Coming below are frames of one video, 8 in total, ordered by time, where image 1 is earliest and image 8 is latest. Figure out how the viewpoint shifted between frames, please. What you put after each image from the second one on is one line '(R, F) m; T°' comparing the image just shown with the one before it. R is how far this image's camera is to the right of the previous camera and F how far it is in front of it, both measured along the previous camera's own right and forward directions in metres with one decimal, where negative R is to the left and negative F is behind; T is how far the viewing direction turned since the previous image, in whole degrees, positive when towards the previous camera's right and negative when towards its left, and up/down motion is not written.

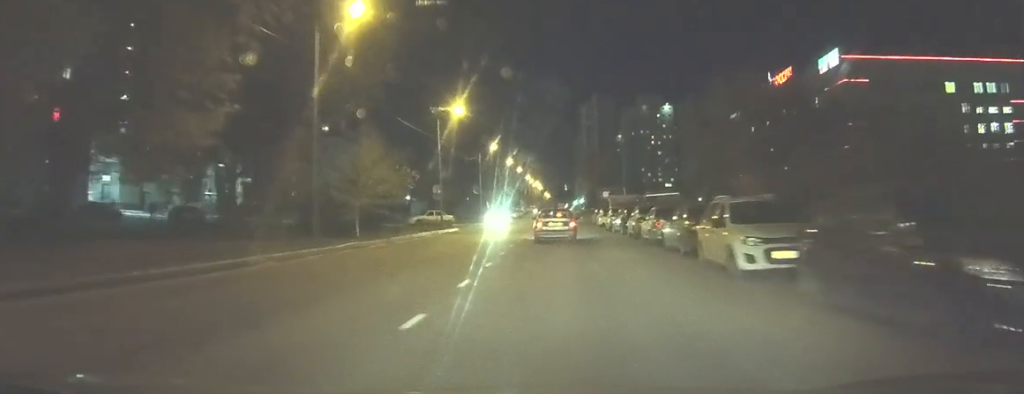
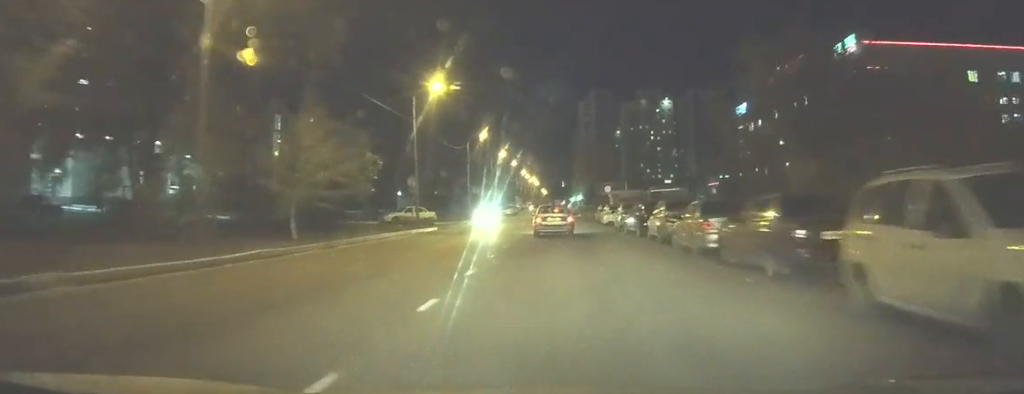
(0.0, +7.6) m; +1°
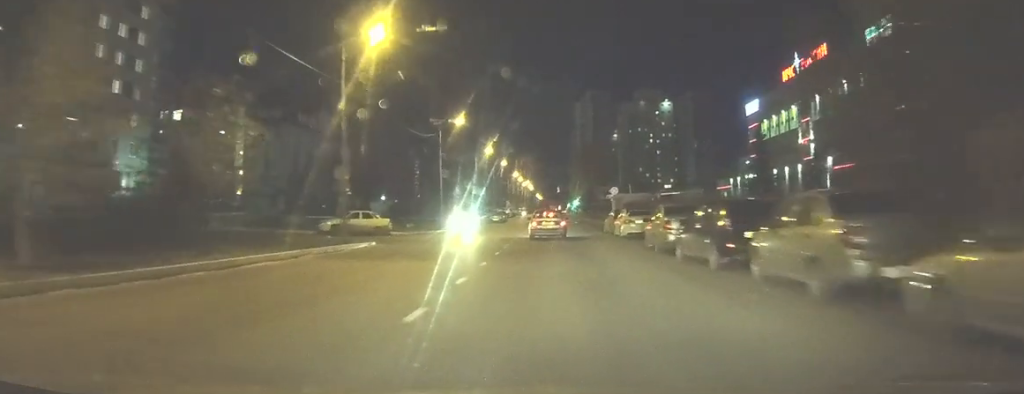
(+0.3, +13.0) m; +1°
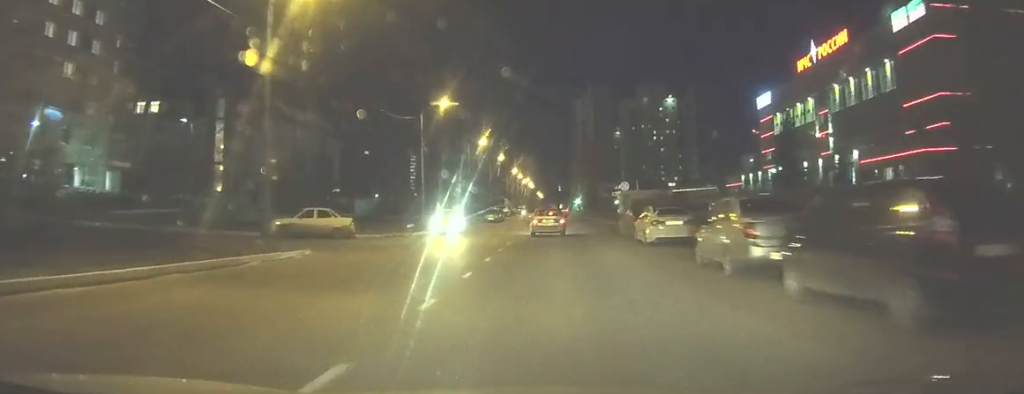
(-0.1, +7.8) m; 0°
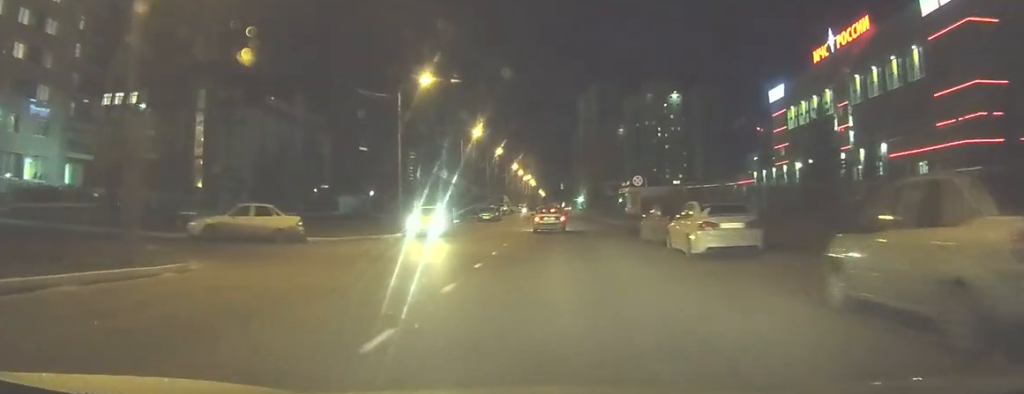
(0.0, +7.0) m; 0°
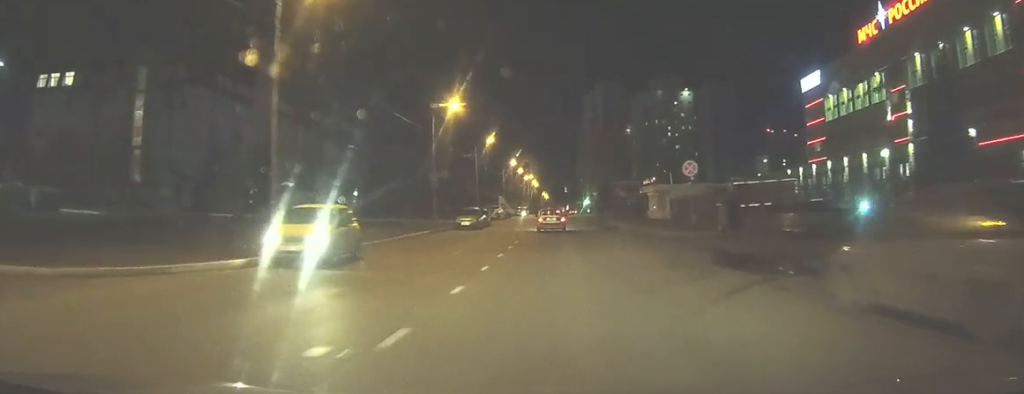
(-0.2, +17.2) m; -1°
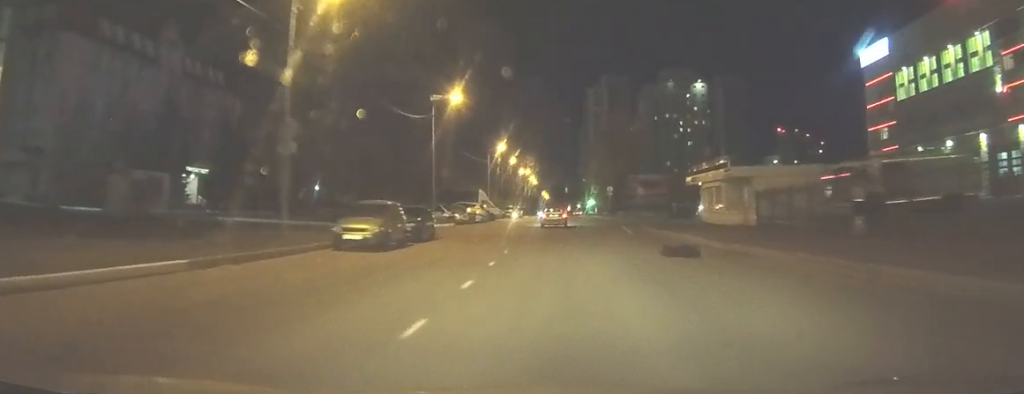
(0.0, +25.4) m; +2°
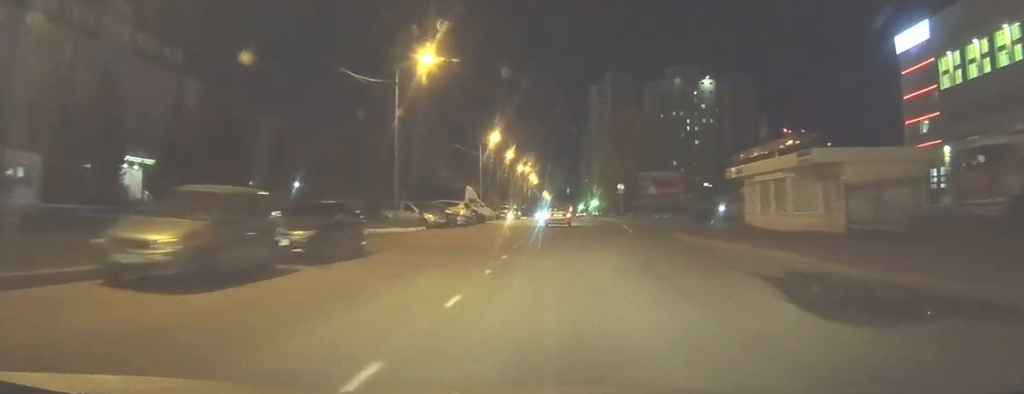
(+0.2, +11.2) m; +1°
